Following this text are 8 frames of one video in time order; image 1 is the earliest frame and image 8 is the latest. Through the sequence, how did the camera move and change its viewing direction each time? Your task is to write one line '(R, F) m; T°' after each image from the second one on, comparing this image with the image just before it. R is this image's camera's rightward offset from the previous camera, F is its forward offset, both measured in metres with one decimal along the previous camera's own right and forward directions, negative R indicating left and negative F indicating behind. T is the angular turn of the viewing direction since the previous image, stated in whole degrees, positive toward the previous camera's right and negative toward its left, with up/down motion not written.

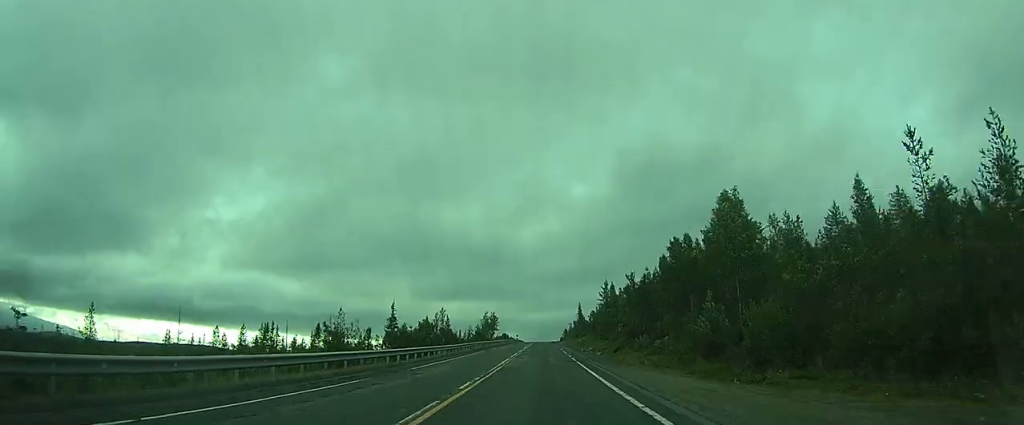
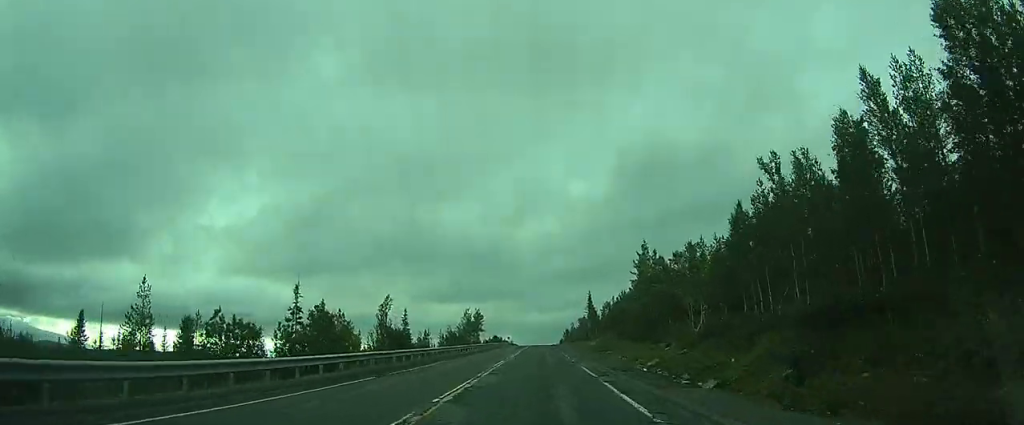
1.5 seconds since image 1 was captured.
(-0.1, +35.3) m; 0°
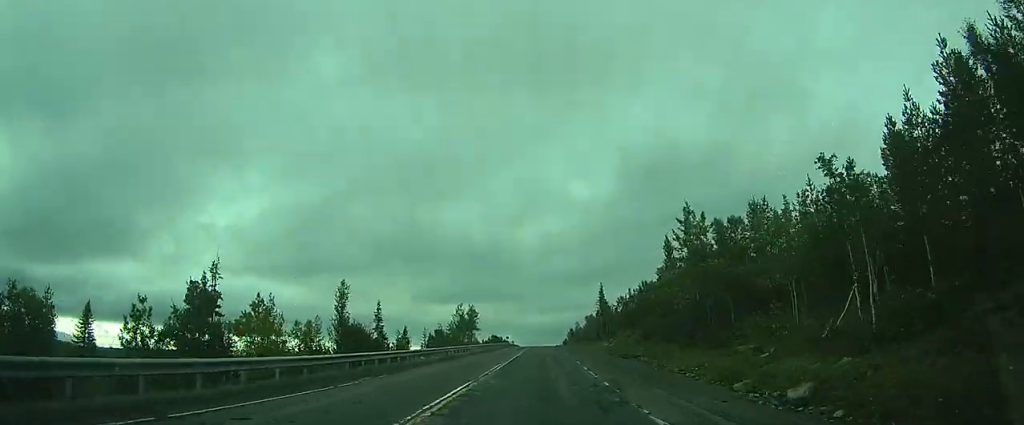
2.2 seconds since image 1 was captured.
(0.0, +15.3) m; 0°
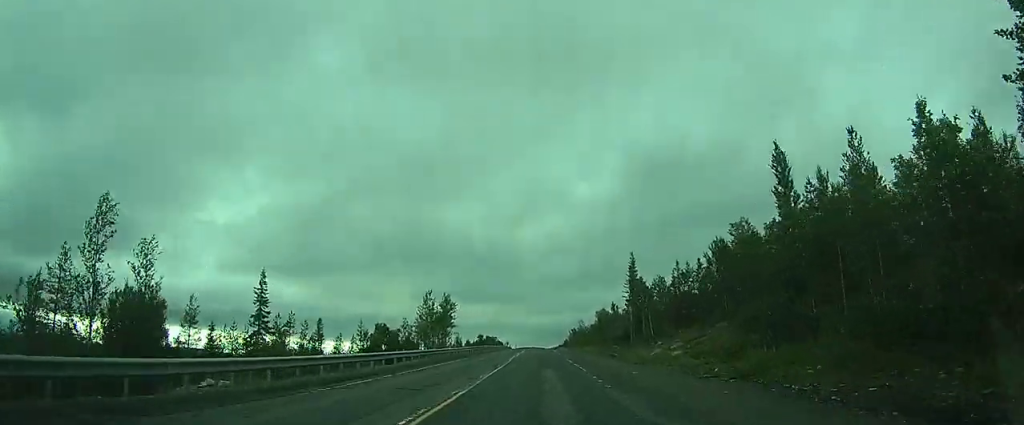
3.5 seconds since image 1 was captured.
(0.0, +29.8) m; 0°
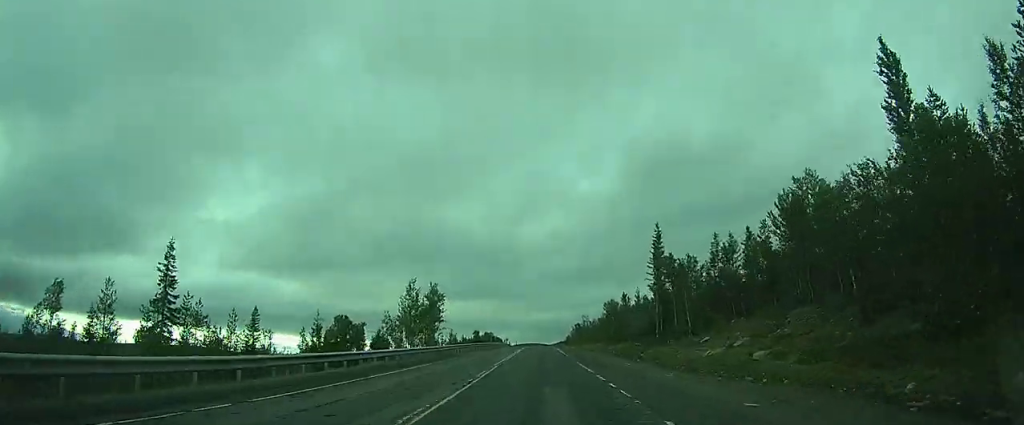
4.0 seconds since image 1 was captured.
(0.0, +11.4) m; 0°
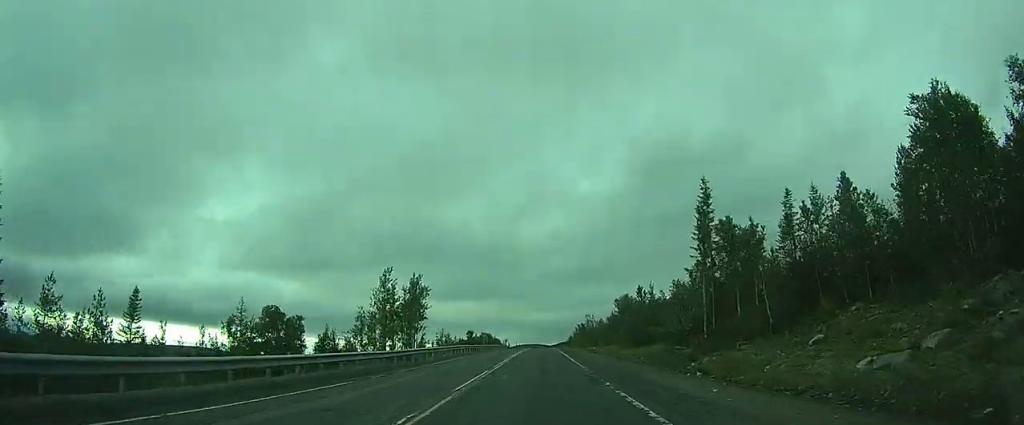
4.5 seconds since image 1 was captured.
(+0.1, +12.2) m; 0°
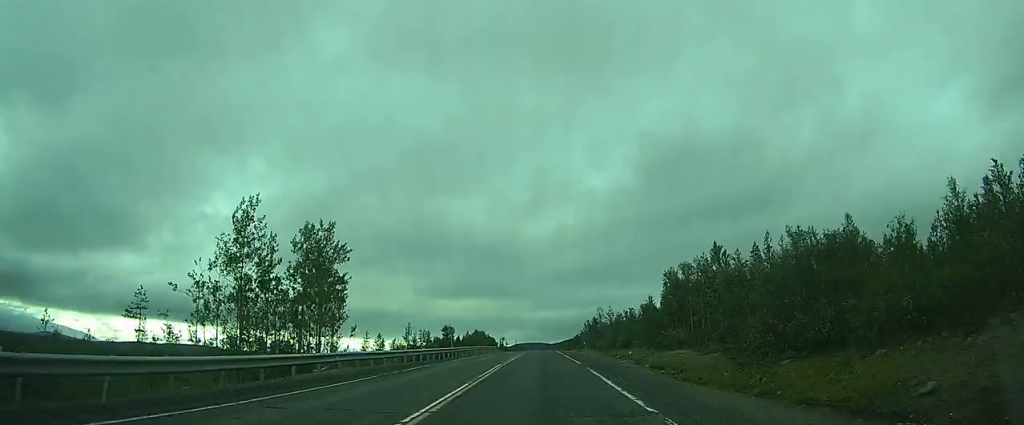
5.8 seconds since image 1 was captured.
(-0.1, +29.7) m; 0°
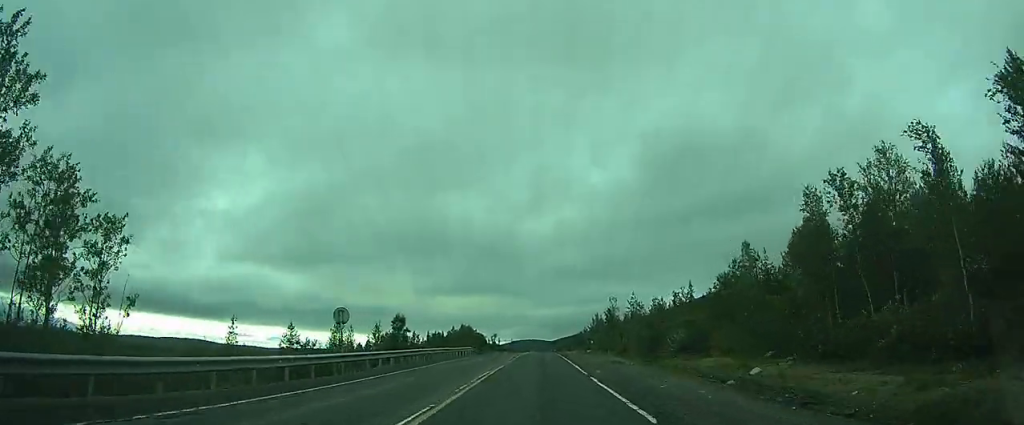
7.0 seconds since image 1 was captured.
(+0.1, +27.5) m; 0°
